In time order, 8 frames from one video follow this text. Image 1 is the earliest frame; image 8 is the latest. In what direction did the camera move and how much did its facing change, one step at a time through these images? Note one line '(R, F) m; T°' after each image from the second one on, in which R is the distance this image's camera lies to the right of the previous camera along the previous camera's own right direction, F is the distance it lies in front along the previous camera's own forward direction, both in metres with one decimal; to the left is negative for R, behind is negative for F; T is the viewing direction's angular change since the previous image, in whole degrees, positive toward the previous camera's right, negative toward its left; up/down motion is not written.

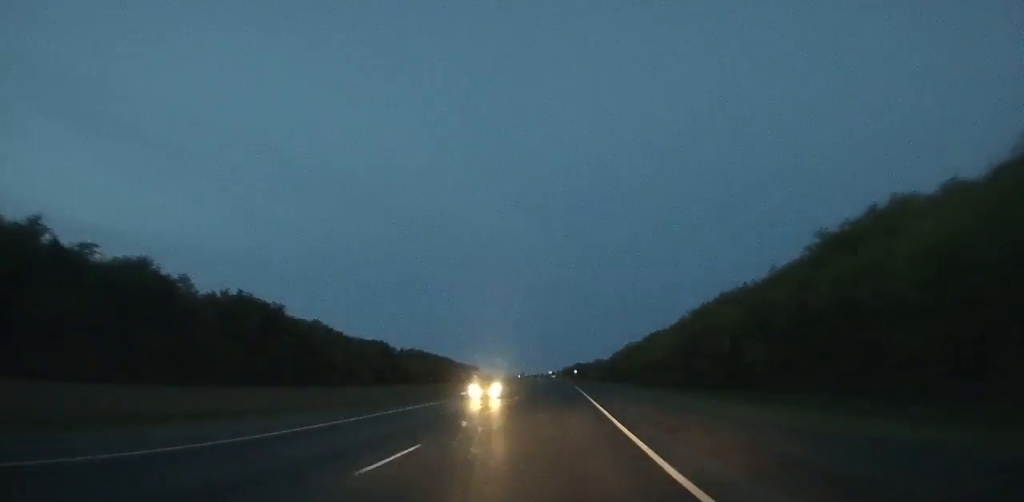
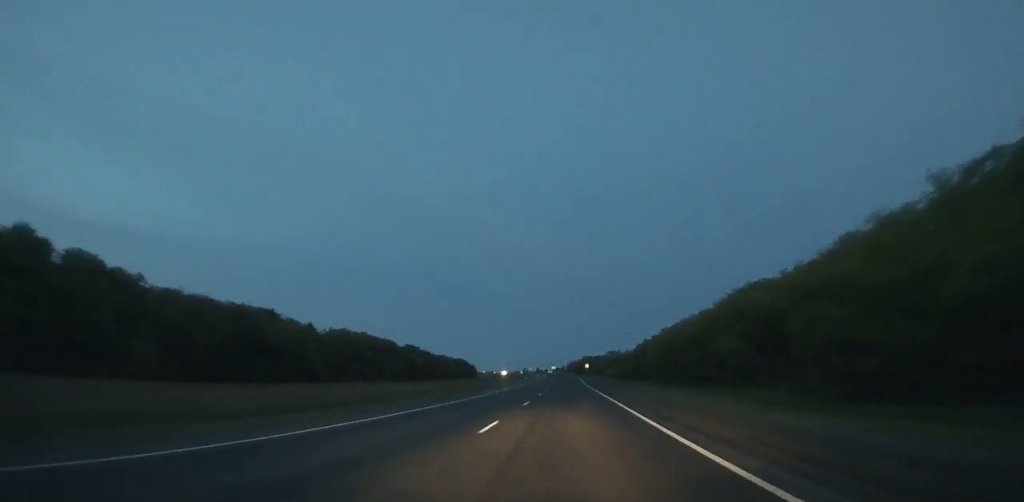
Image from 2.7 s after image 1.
(-0.3, +65.4) m; 0°
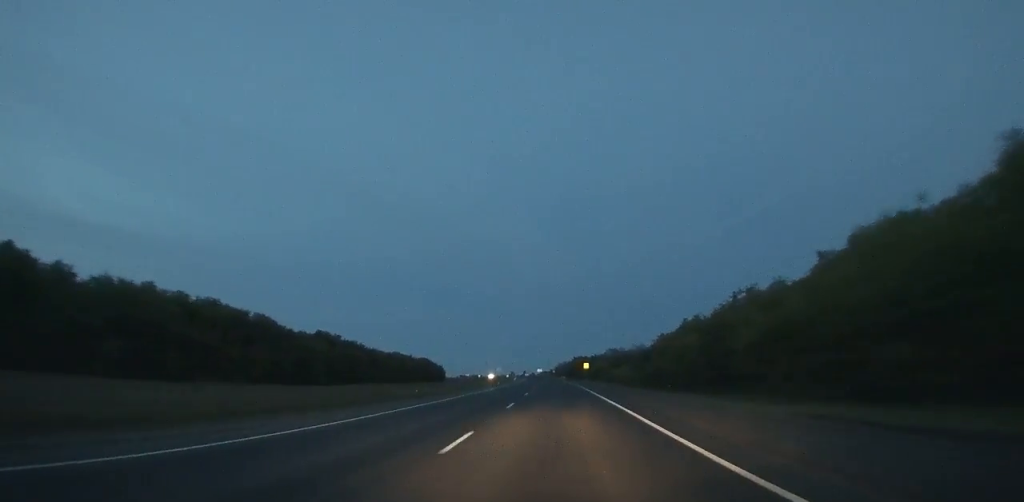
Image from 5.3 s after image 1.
(+0.2, +62.5) m; 0°
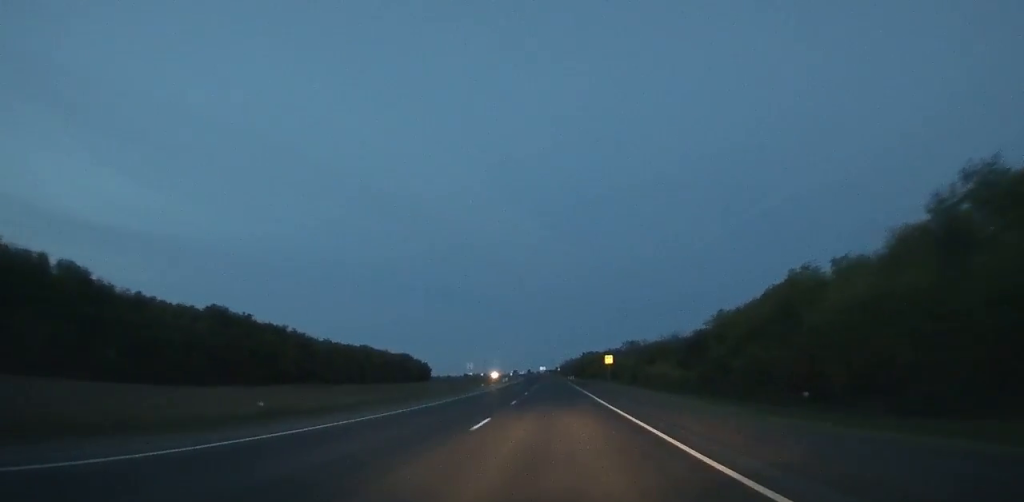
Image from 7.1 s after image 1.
(0.0, +42.9) m; 0°
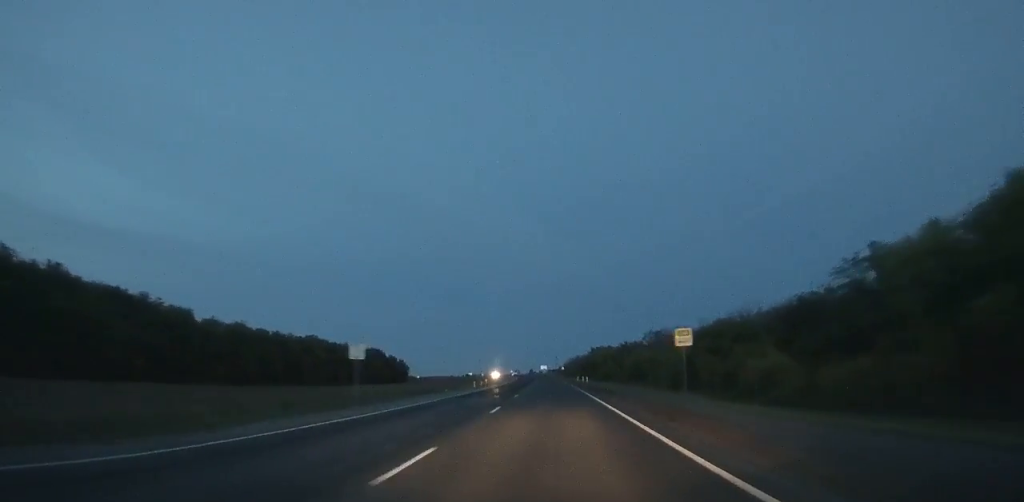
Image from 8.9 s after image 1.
(0.0, +42.6) m; 0°
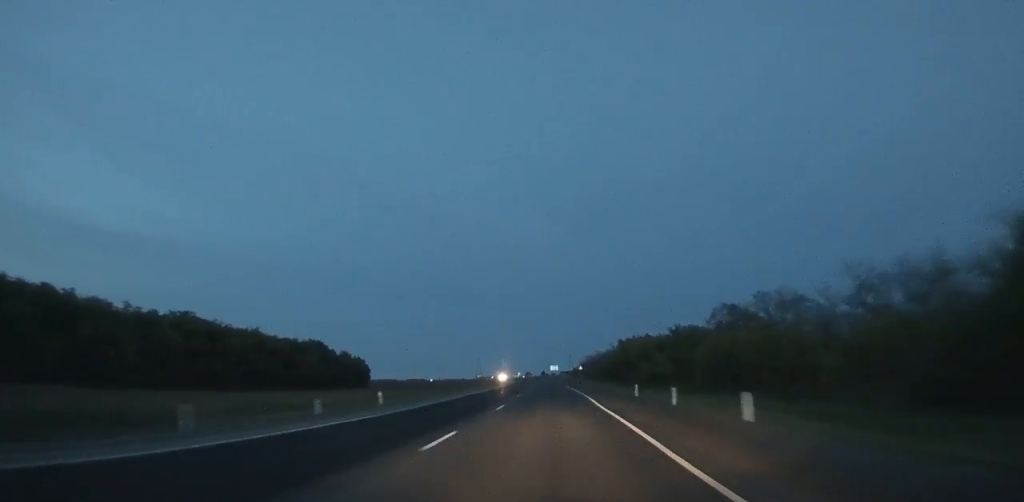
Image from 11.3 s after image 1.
(-0.4, +56.0) m; -1°
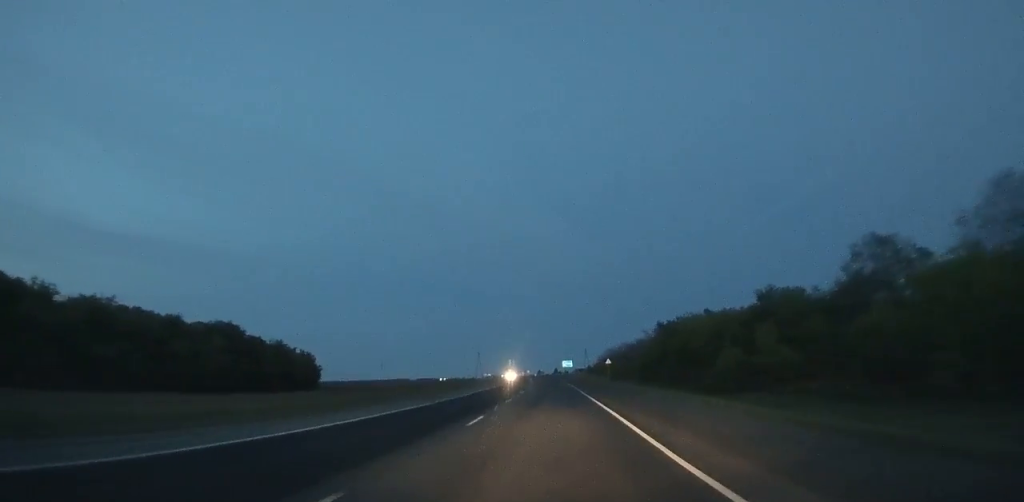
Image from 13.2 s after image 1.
(-0.4, +43.8) m; -1°
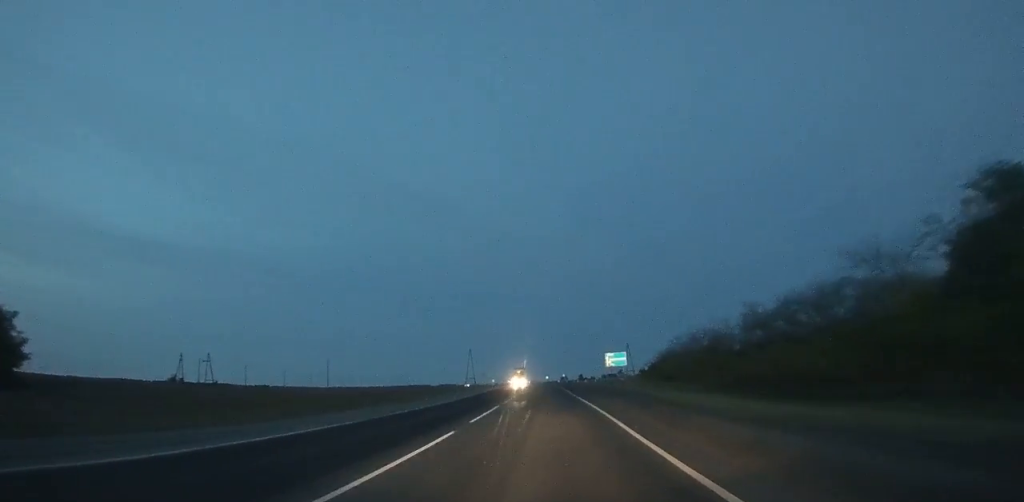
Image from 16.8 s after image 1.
(-1.6, +81.6) m; -2°
